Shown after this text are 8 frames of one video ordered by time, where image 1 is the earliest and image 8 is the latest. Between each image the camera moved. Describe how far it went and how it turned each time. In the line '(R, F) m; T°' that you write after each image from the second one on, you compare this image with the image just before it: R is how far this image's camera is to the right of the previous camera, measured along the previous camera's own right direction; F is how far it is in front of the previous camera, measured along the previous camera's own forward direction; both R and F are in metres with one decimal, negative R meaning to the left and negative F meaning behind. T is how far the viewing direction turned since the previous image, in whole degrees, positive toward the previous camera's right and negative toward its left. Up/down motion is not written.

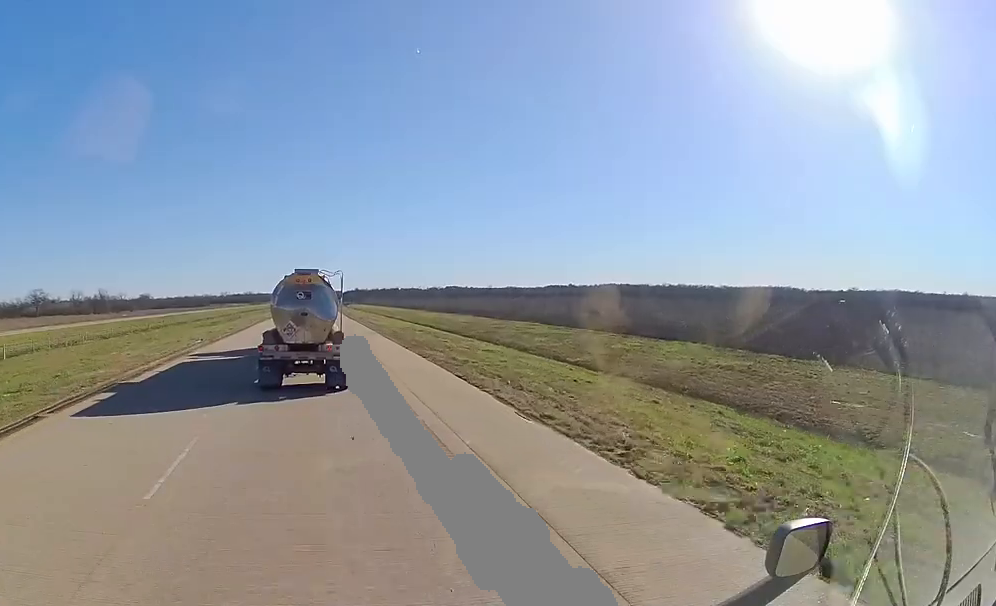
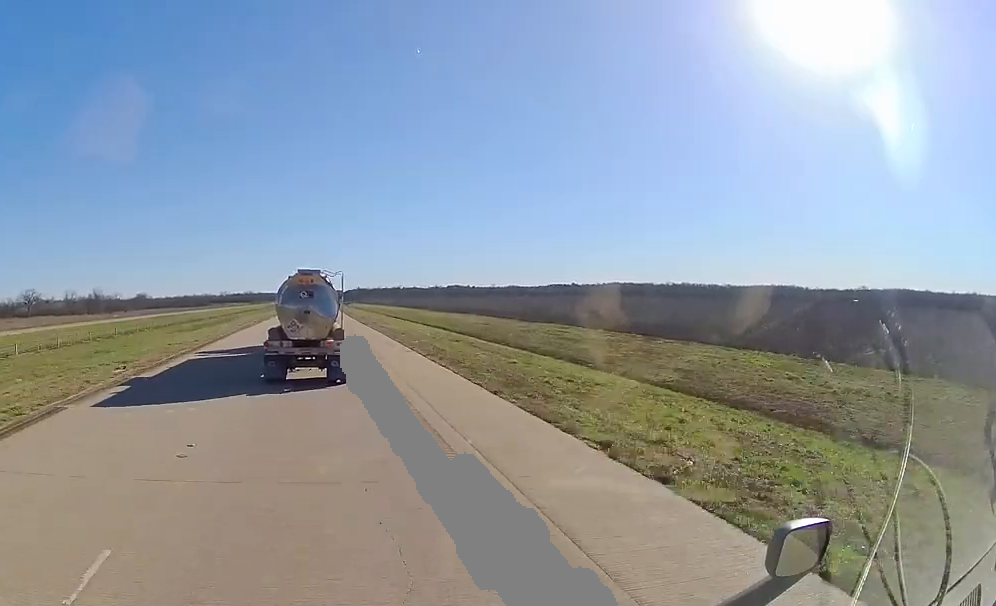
(0.0, +17.2) m; 0°
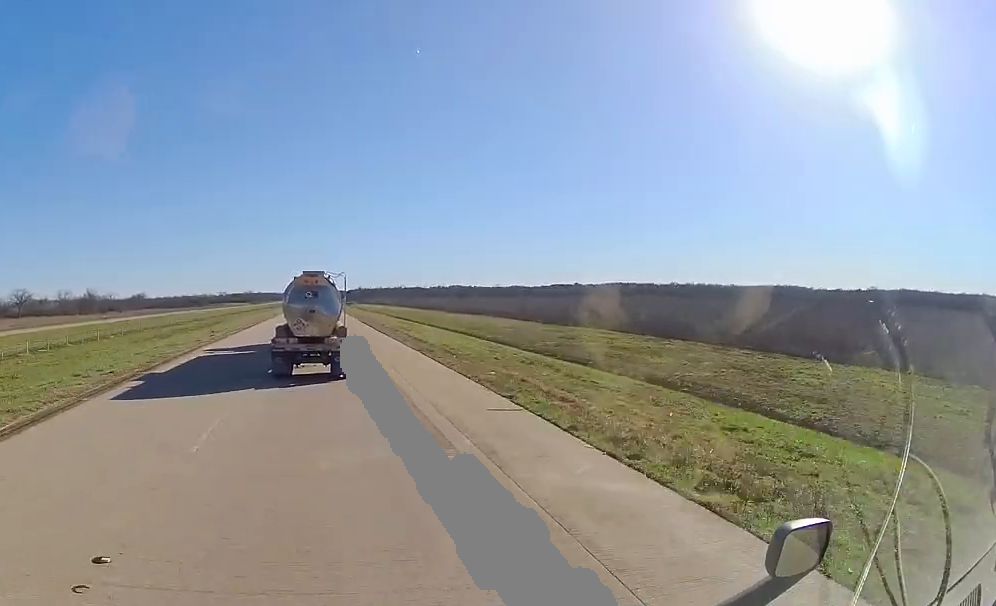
(-0.1, +17.2) m; 0°
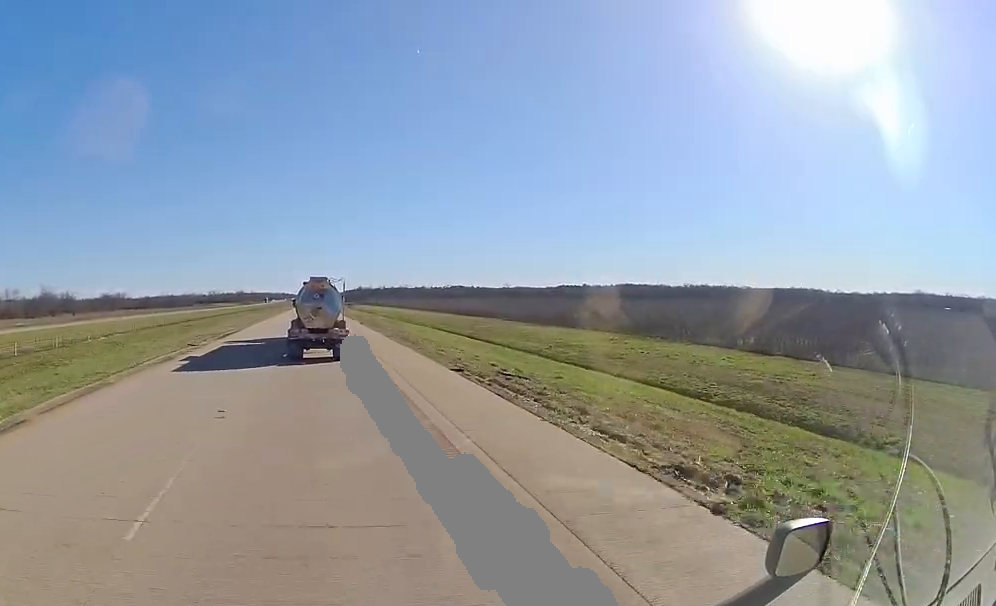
(-0.1, +88.2) m; 0°
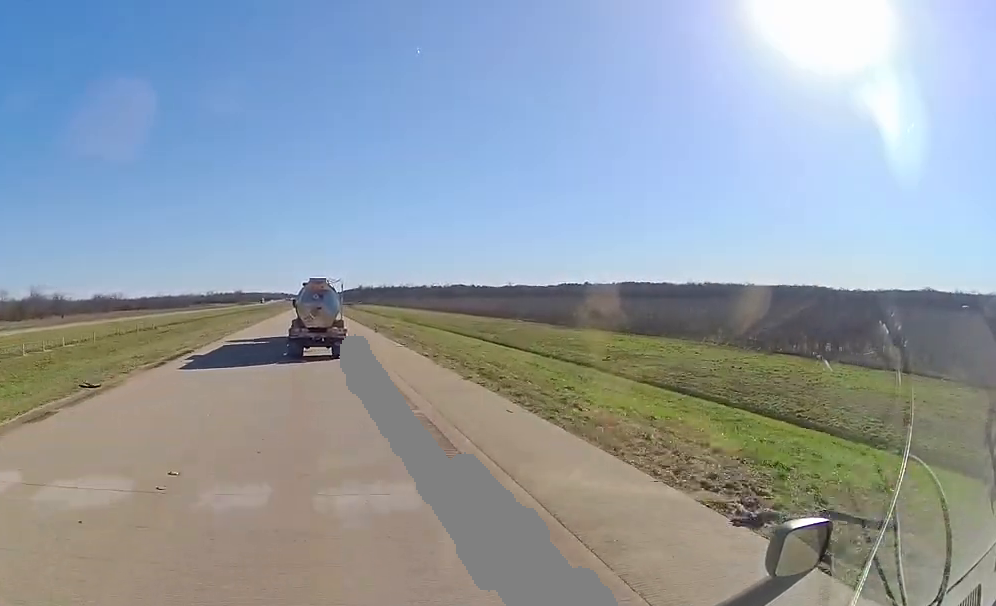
(0.0, +17.1) m; +1°
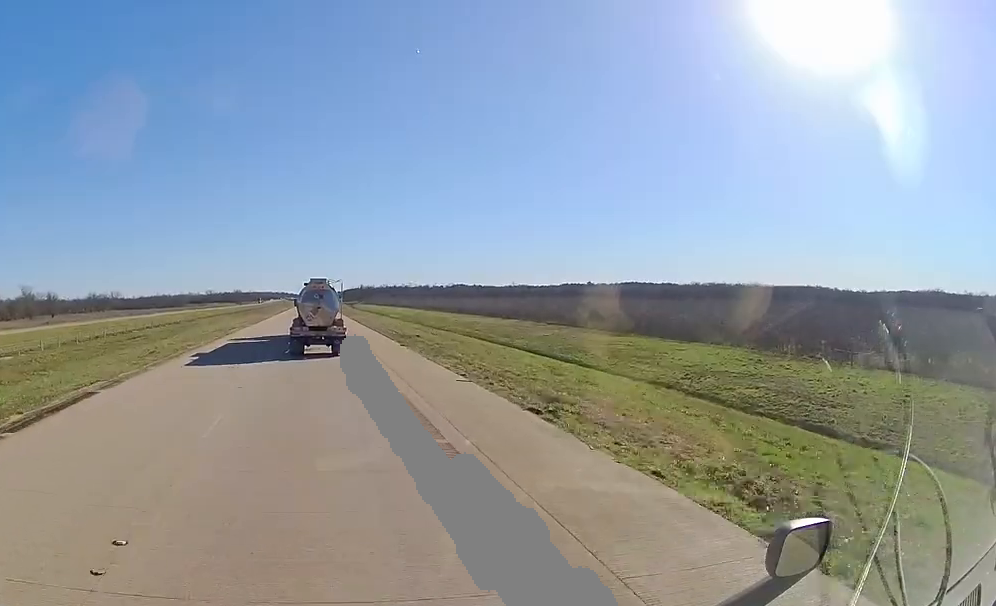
(-0.1, +15.2) m; +1°
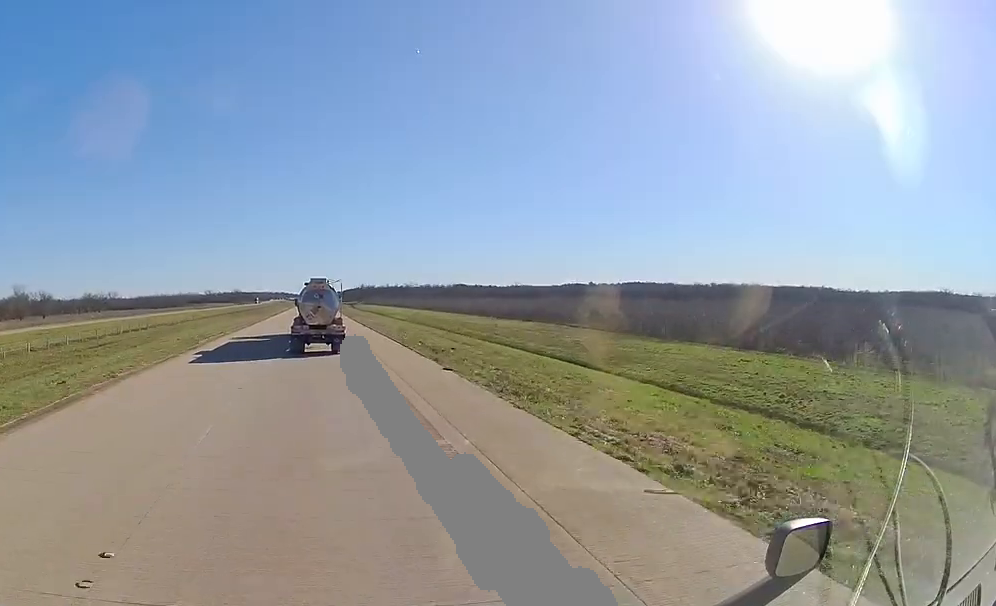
(+0.2, +12.4) m; 0°
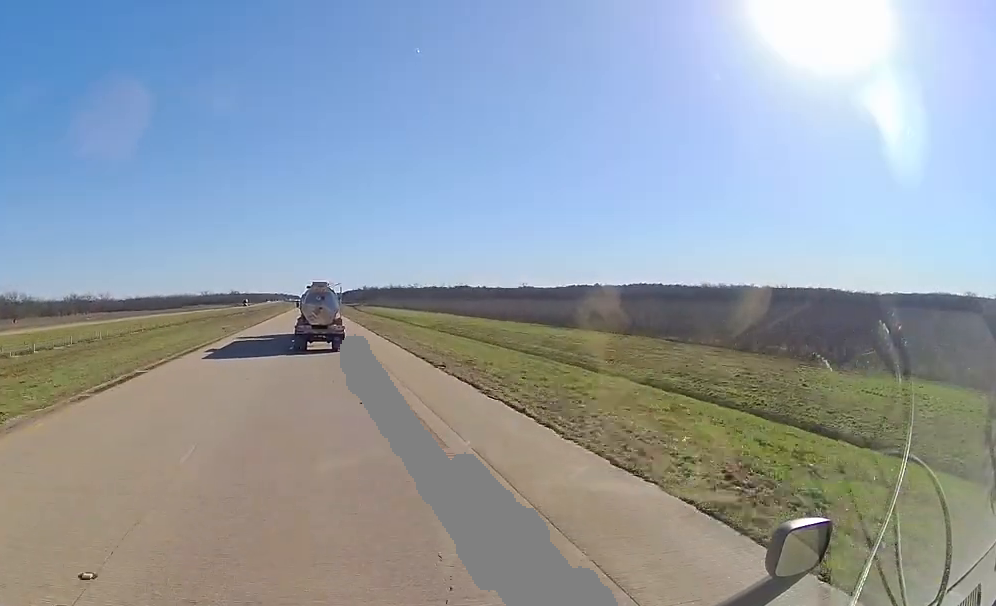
(-0.5, +37.3) m; -1°
